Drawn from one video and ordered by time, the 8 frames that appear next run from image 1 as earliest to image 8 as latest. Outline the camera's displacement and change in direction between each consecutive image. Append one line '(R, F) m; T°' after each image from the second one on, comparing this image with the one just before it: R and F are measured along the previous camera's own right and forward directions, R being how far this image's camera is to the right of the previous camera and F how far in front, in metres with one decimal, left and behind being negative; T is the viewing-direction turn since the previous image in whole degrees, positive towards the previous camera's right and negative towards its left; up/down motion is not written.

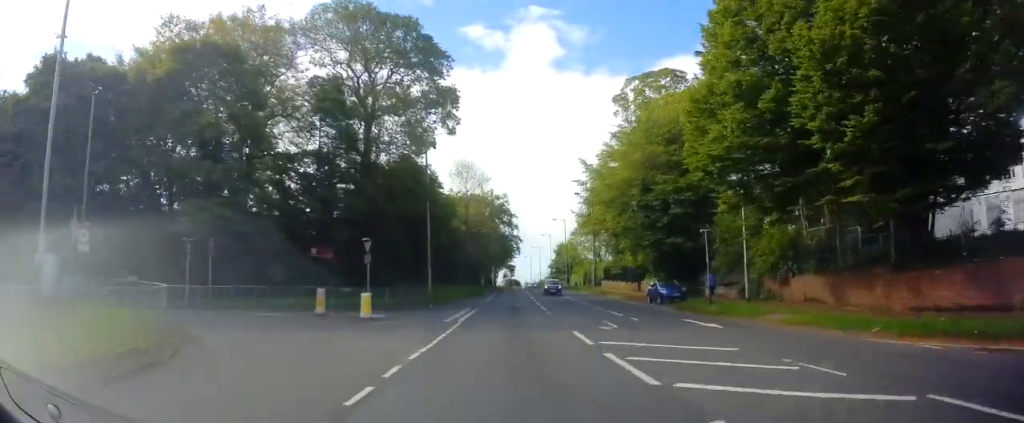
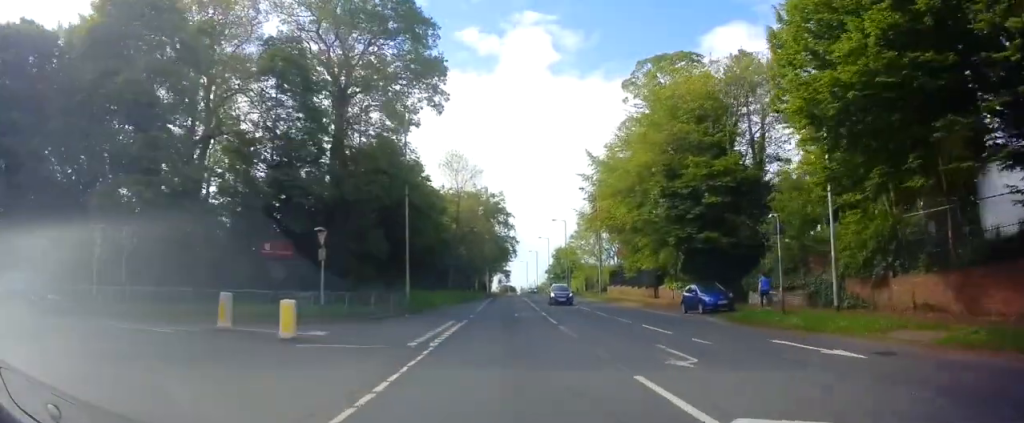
(+0.2, +7.7) m; +1°
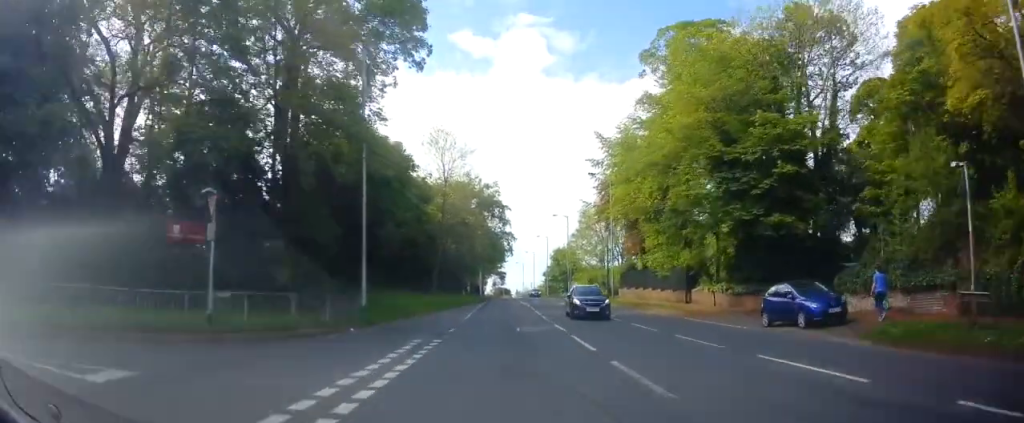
(-0.2, +9.8) m; 0°
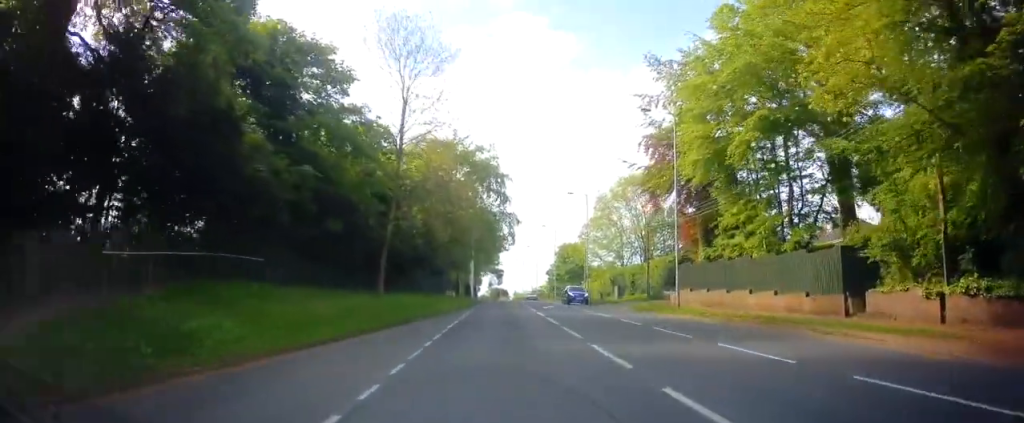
(+0.4, +20.6) m; +1°
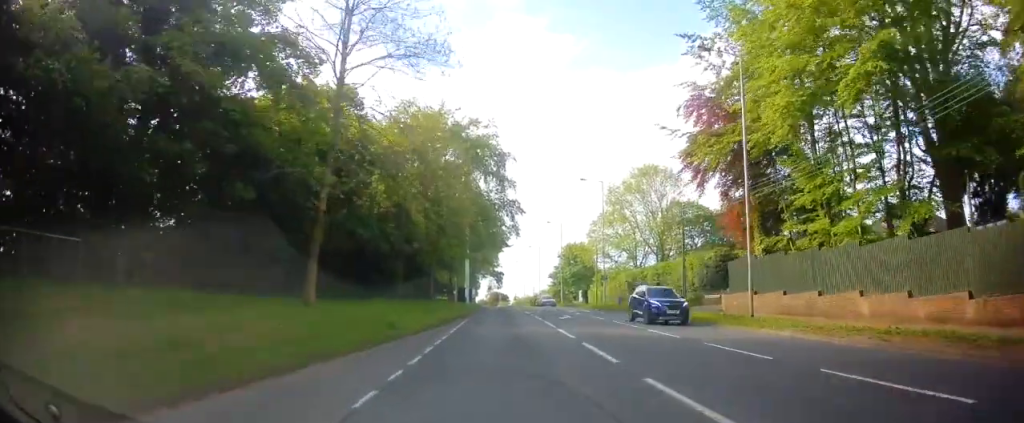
(0.0, +10.3) m; -1°
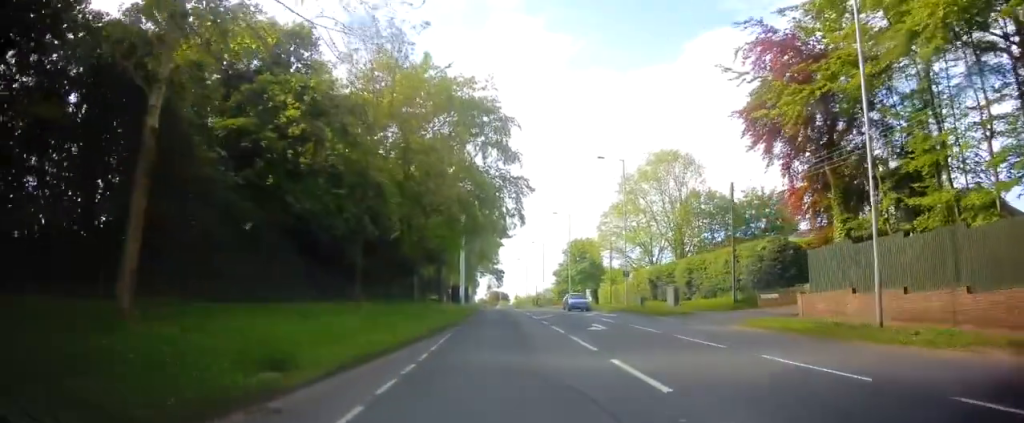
(-0.1, +9.1) m; 0°
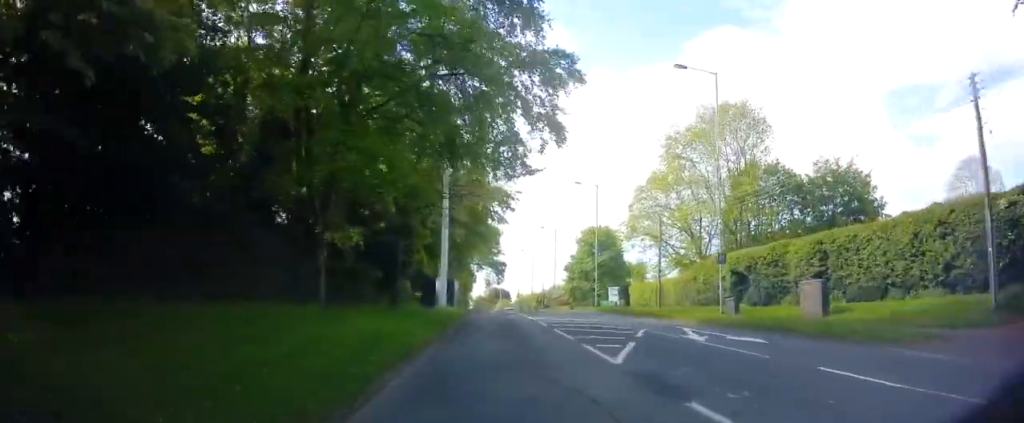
(+0.6, +19.4) m; +3°
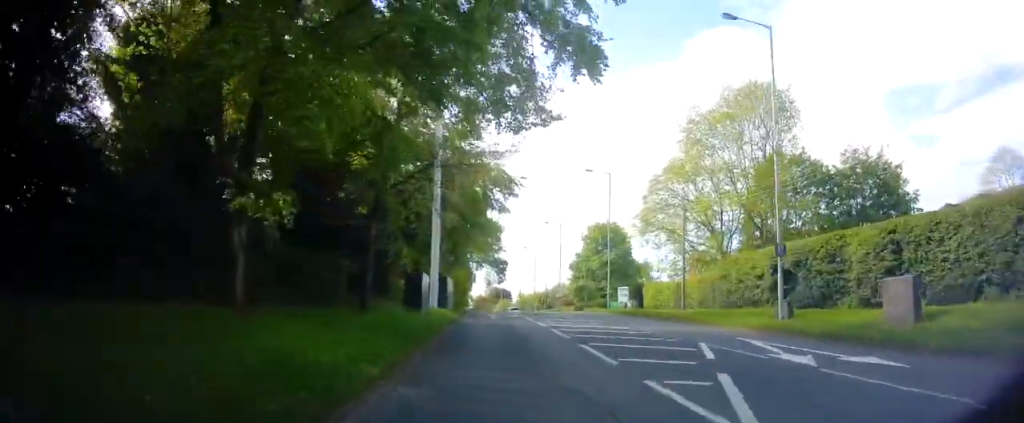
(-0.1, +5.7) m; -1°
